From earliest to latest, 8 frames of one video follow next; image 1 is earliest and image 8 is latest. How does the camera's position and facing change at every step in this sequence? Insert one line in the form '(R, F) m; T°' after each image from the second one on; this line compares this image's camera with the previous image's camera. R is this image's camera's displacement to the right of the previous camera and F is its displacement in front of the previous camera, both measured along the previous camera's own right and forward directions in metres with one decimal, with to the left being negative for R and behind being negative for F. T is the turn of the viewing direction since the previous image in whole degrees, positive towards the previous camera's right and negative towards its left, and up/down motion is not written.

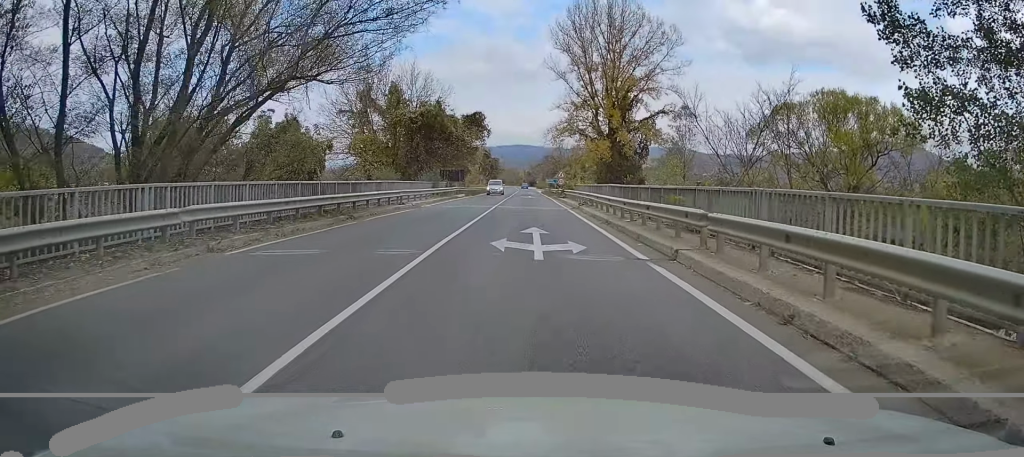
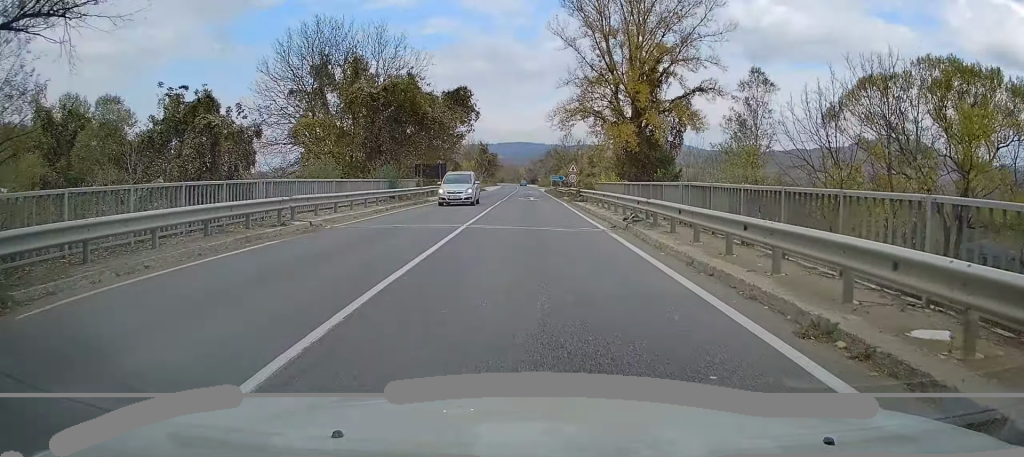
(0.0, +15.3) m; 0°
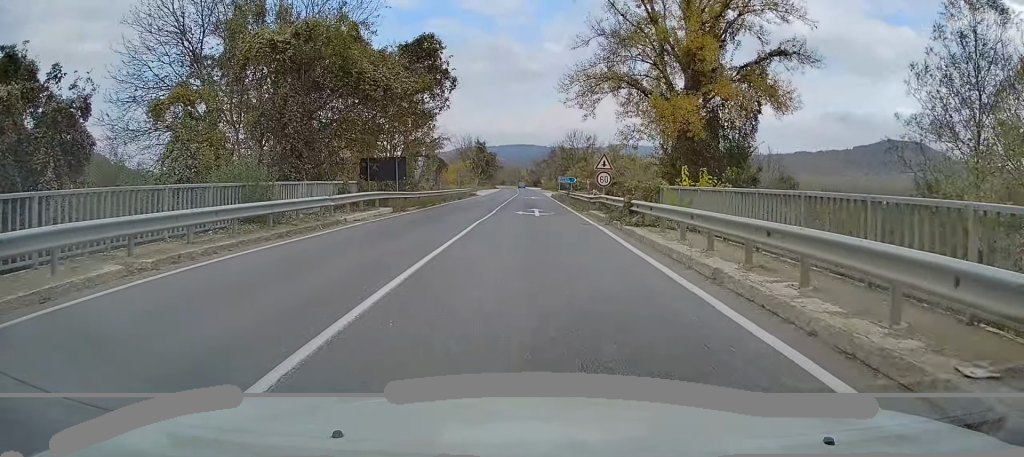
(+0.1, +17.9) m; 0°
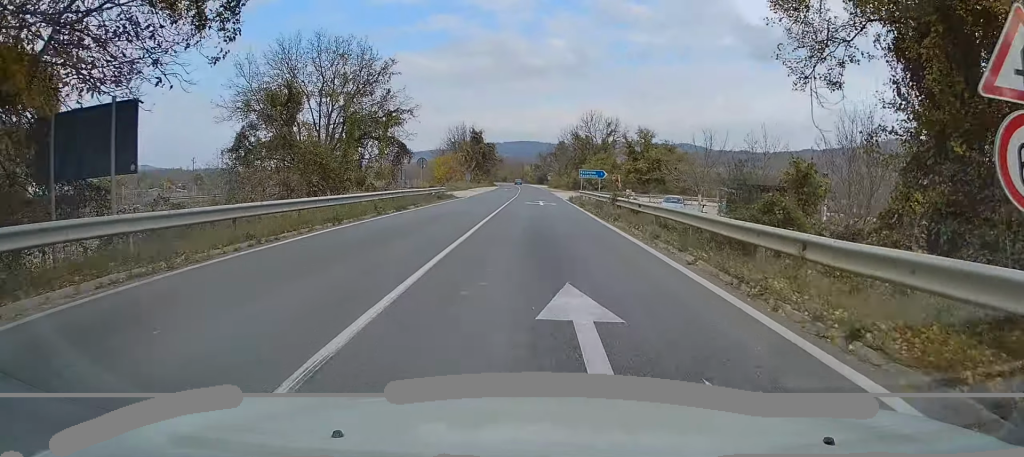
(-0.3, +24.6) m; -1°
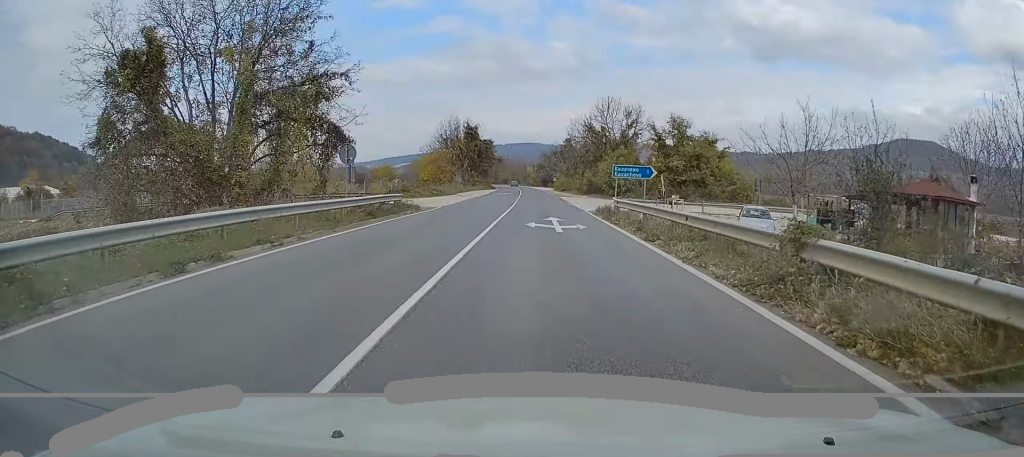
(+0.2, +16.8) m; +1°
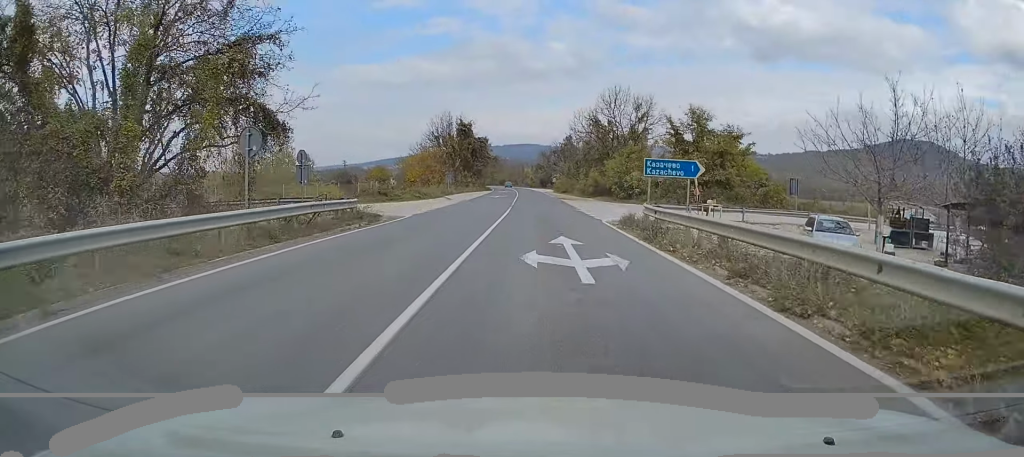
(0.0, +8.1) m; 0°
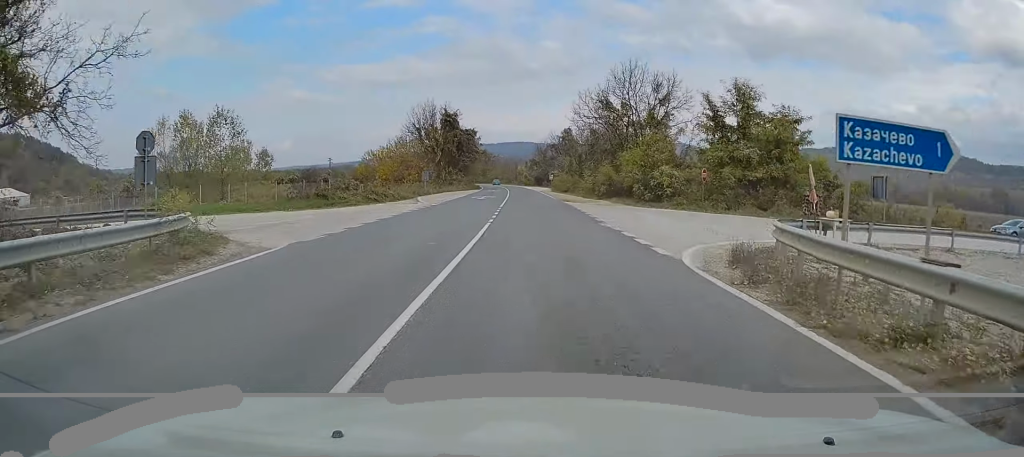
(0.0, +13.1) m; 0°
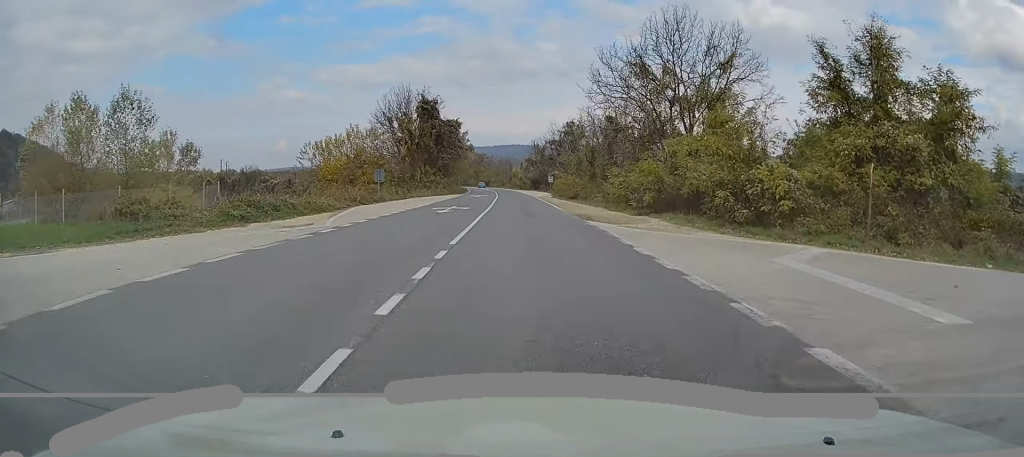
(0.0, +17.7) m; +1°
